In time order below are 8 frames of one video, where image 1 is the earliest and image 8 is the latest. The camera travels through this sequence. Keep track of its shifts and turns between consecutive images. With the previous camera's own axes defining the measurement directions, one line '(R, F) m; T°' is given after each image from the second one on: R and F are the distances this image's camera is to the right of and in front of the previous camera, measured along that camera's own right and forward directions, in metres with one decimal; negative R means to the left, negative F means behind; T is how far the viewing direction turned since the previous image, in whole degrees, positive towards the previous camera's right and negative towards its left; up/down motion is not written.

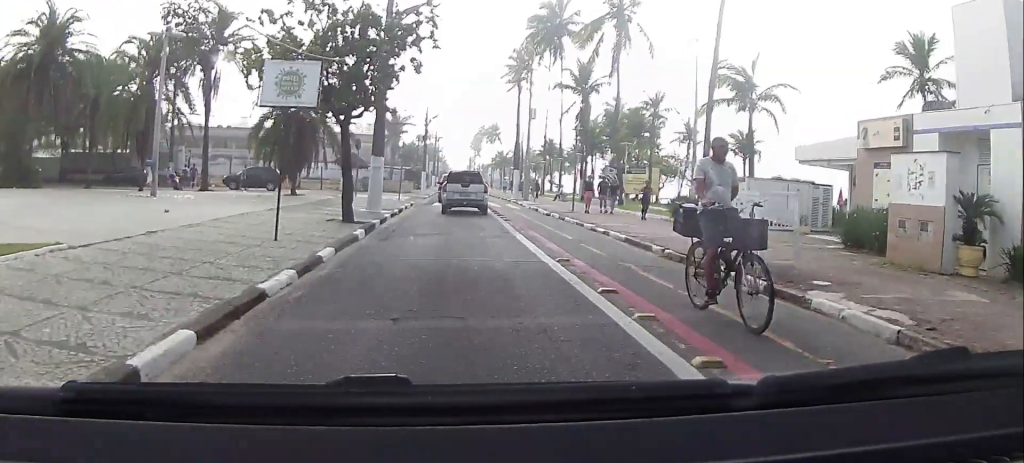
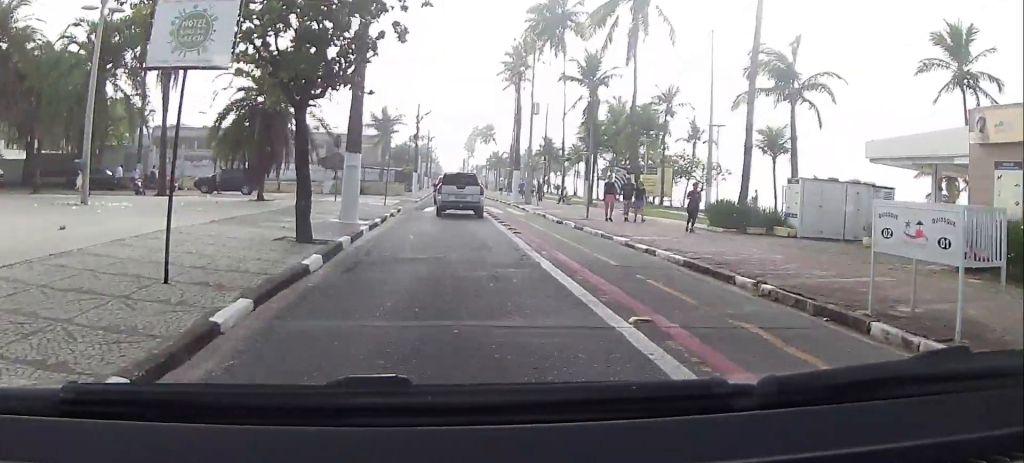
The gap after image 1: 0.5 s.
(-0.2, +4.7) m; 0°
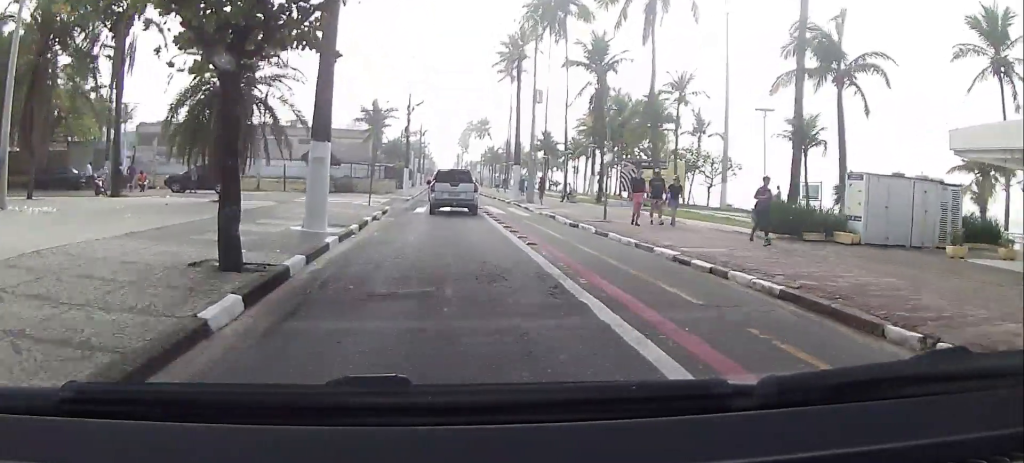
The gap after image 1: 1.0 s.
(-0.3, +4.1) m; -1°
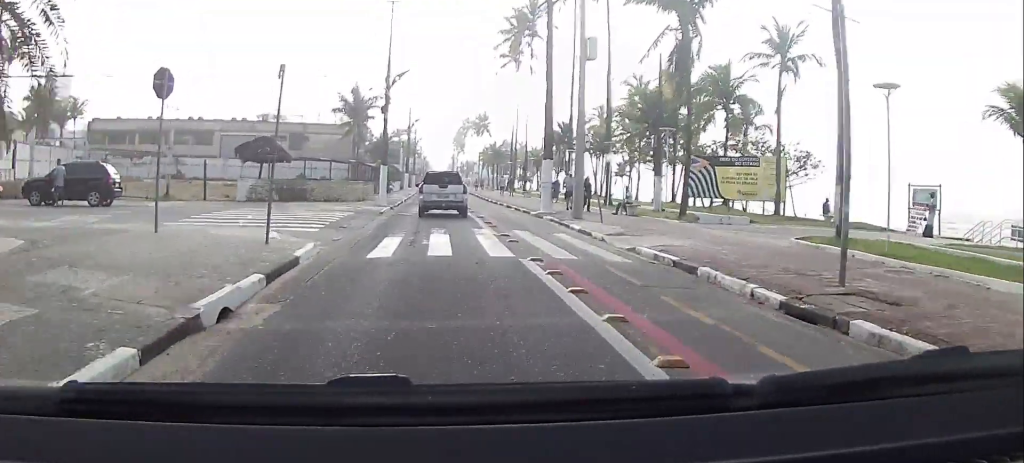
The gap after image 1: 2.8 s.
(-0.2, +15.0) m; -2°
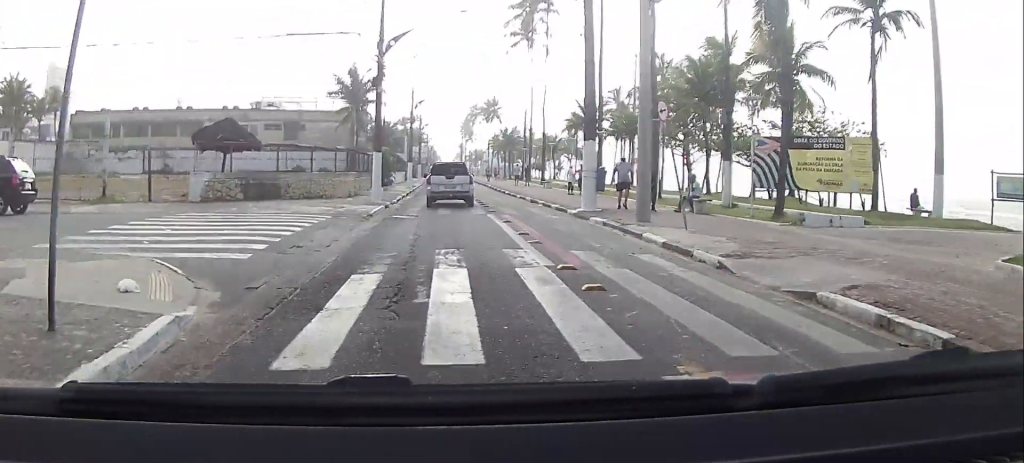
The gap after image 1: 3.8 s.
(+0.2, +7.2) m; +2°
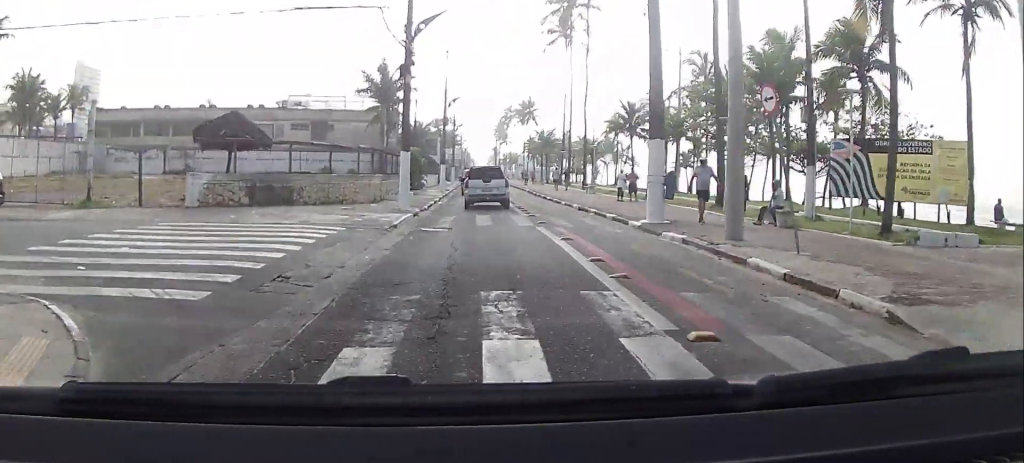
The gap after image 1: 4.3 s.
(+0.1, +4.2) m; 0°
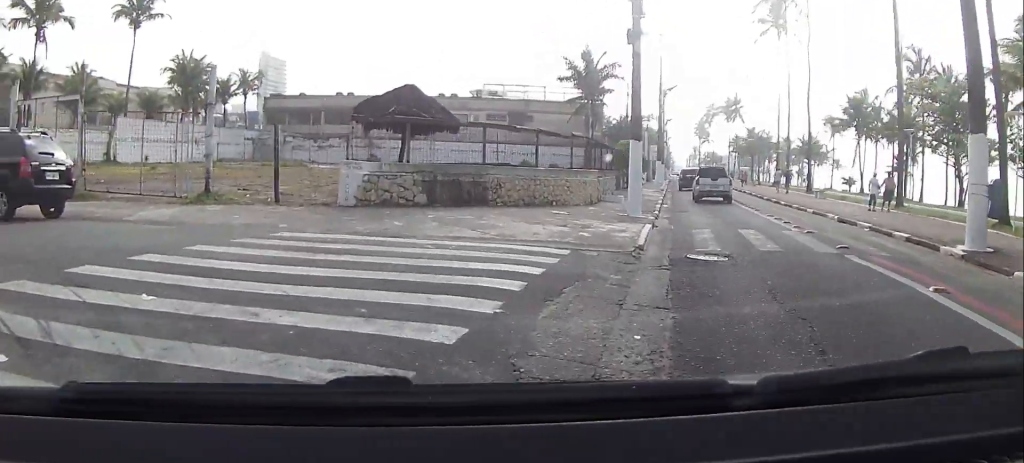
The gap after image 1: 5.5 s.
(-0.2, +7.7) m; -7°
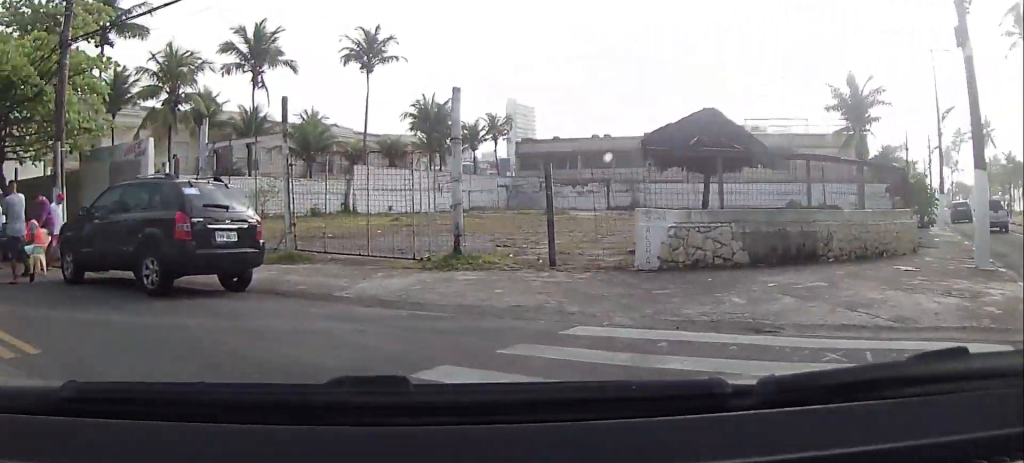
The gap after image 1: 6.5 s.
(-0.4, +5.0) m; -15°
